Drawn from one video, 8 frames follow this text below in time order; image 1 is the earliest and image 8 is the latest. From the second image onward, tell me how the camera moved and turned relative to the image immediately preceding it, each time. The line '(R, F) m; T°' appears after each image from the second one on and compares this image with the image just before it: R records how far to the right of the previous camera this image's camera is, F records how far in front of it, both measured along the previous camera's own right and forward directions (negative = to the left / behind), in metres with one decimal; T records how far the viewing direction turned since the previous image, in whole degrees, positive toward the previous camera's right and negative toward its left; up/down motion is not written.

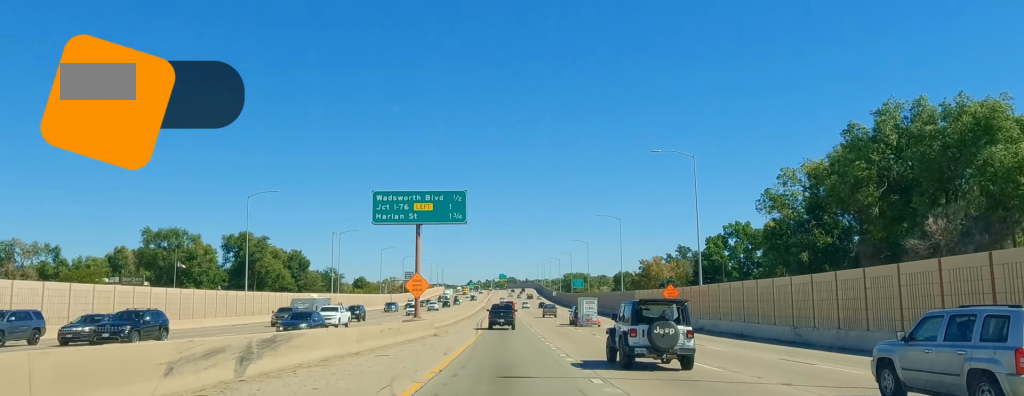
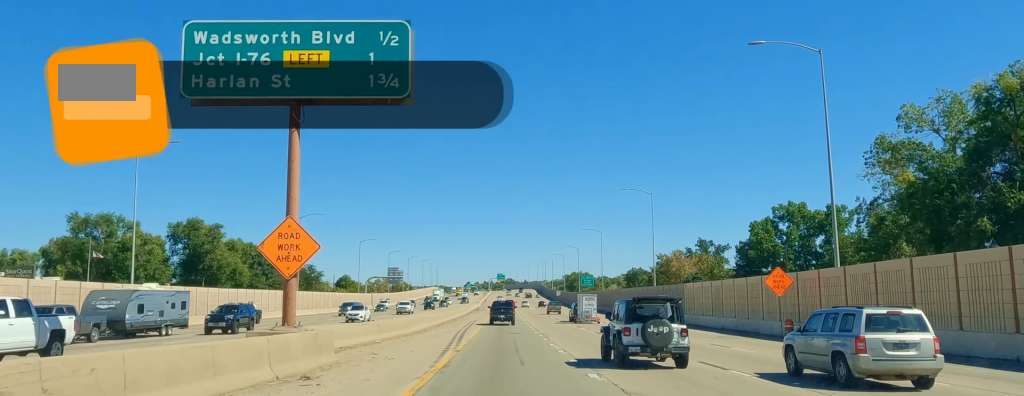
(0.0, +28.1) m; 0°
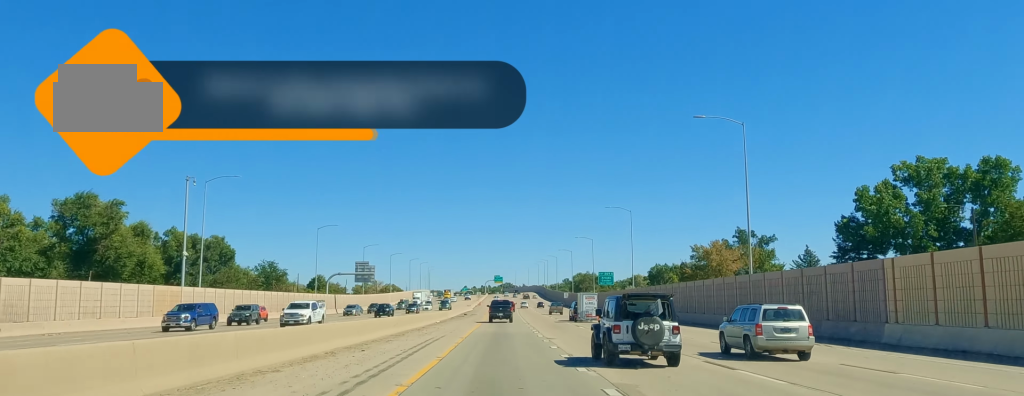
(0.0, +38.1) m; 0°
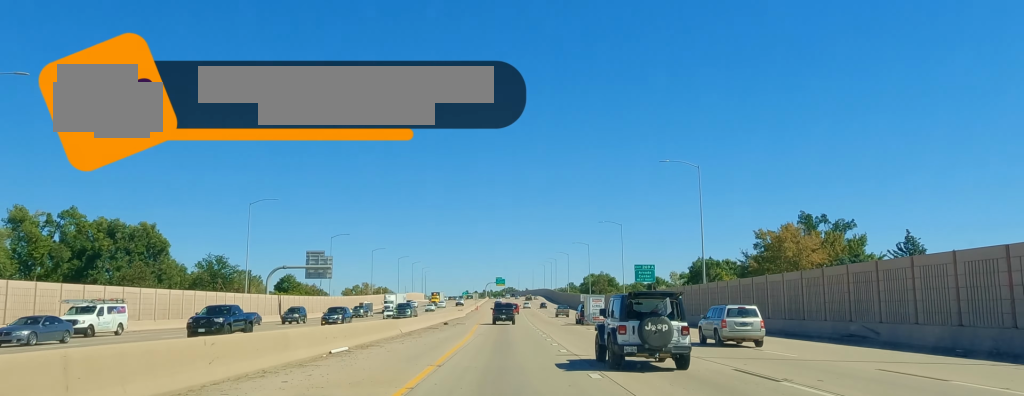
(0.0, +38.6) m; 0°
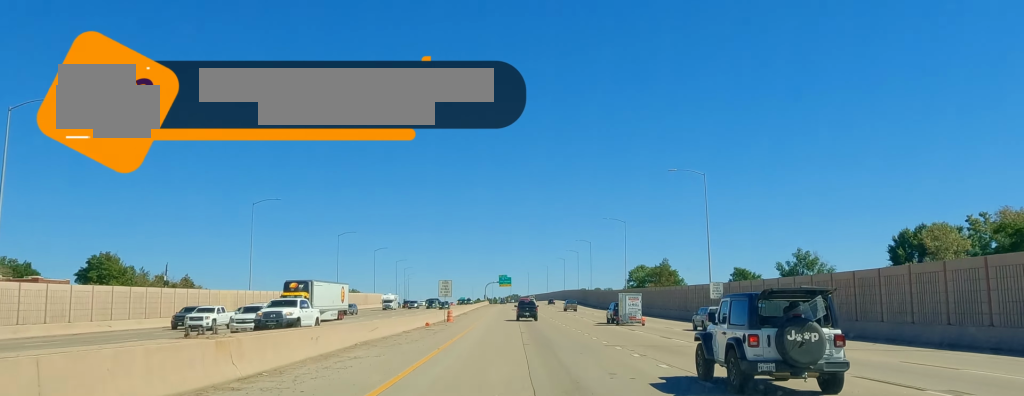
(0.0, +102.3) m; 0°
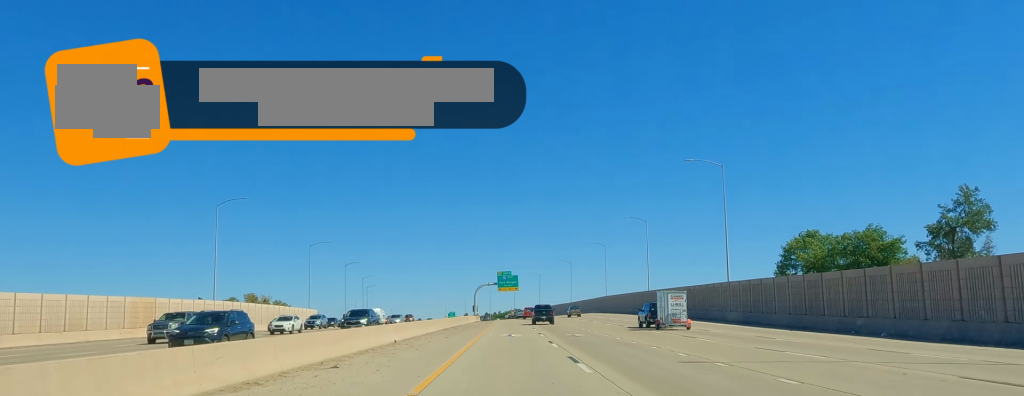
(0.0, +114.5) m; -1°
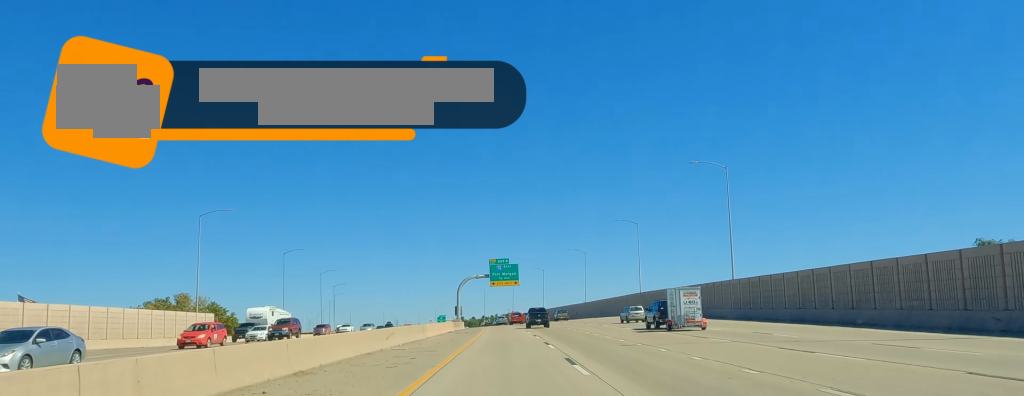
(-0.3, +48.3) m; -1°
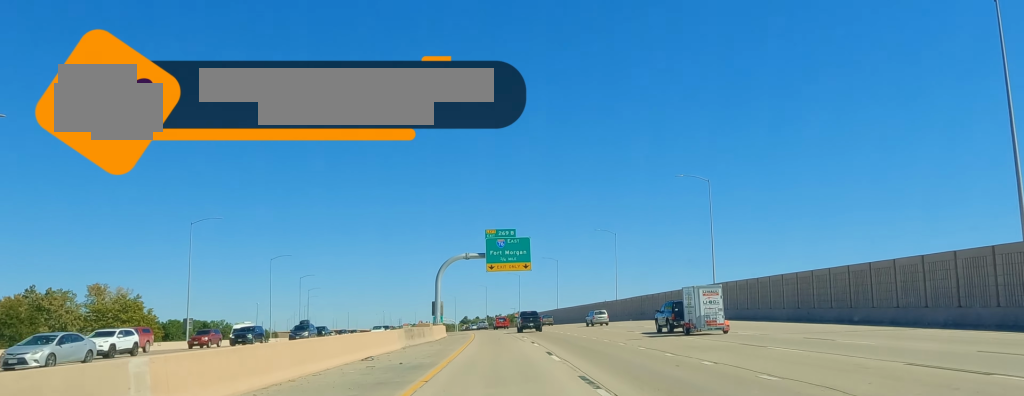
(-0.7, +42.7) m; -1°
